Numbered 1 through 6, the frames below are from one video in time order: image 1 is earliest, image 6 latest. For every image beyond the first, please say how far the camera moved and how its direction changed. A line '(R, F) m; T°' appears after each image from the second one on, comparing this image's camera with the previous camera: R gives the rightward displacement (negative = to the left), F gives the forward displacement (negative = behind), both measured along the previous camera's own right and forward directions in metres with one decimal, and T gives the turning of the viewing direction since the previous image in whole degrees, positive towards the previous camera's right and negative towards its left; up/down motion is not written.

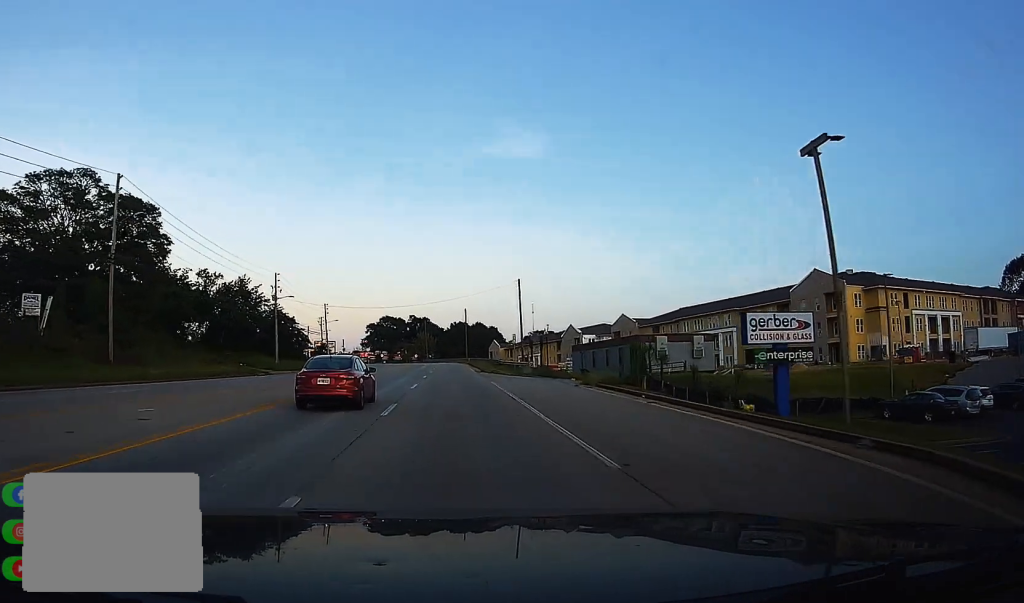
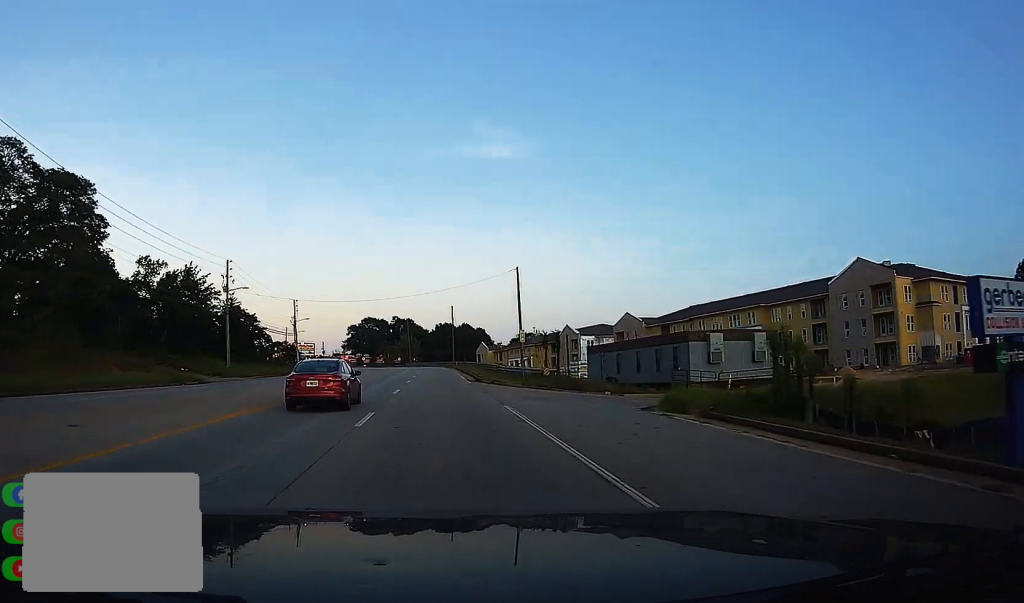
(+0.5, +13.6) m; +3°
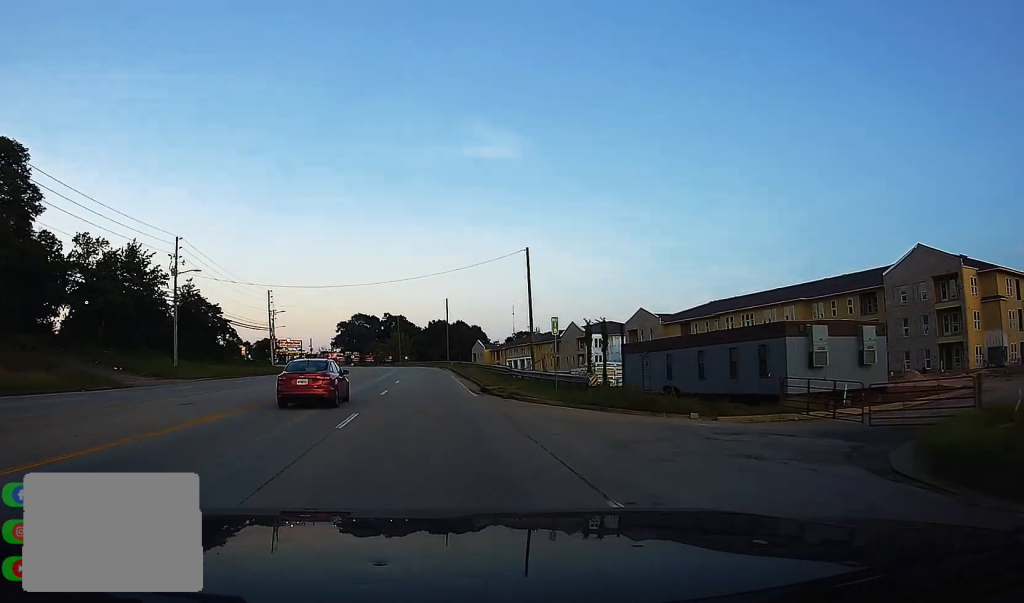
(+0.3, +12.9) m; +2°
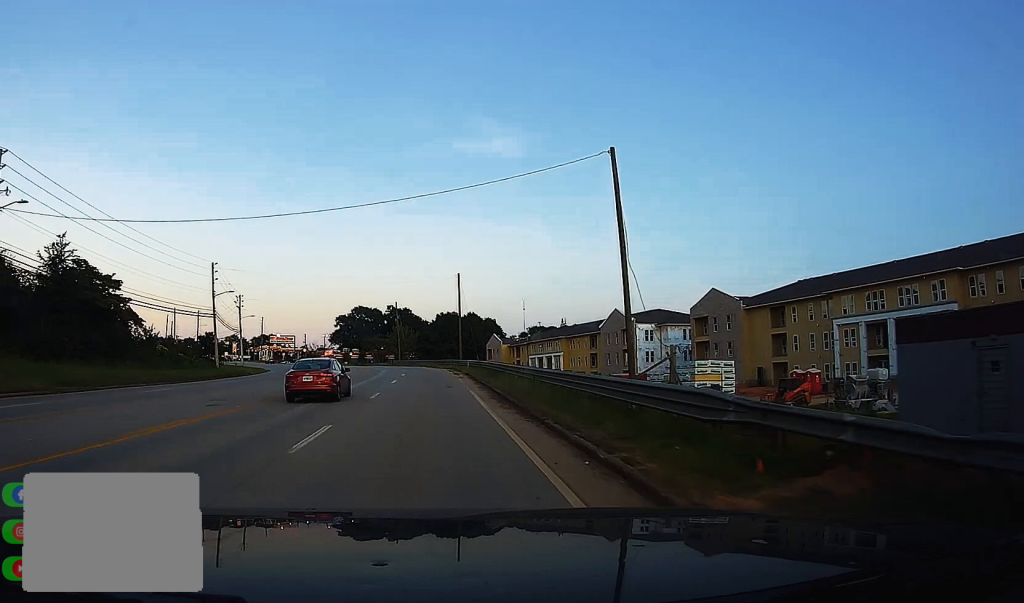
(+0.9, +27.4) m; +3°
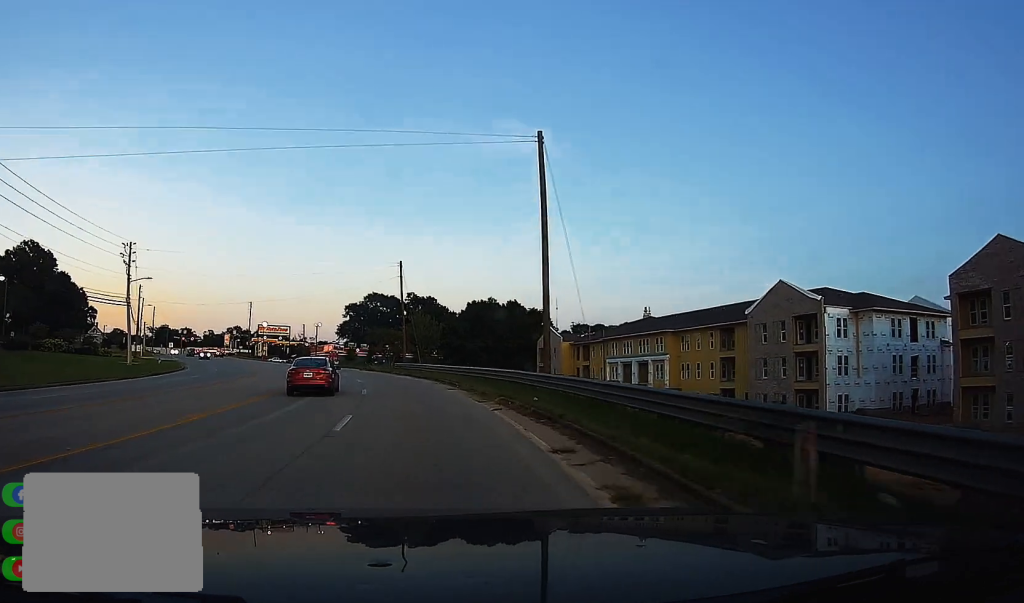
(-0.1, +46.9) m; 0°
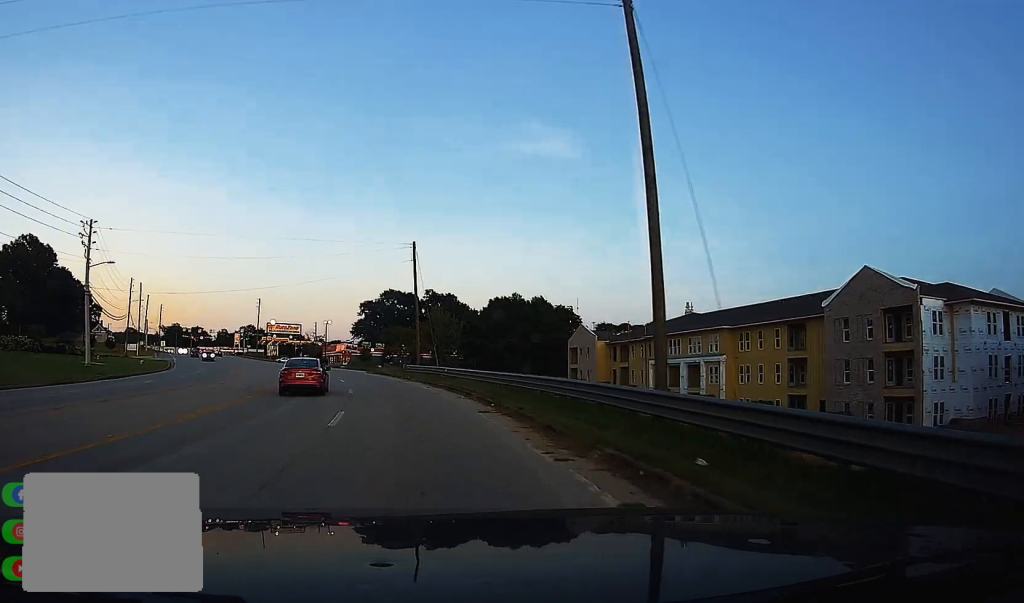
(+0.4, +10.9) m; -1°
